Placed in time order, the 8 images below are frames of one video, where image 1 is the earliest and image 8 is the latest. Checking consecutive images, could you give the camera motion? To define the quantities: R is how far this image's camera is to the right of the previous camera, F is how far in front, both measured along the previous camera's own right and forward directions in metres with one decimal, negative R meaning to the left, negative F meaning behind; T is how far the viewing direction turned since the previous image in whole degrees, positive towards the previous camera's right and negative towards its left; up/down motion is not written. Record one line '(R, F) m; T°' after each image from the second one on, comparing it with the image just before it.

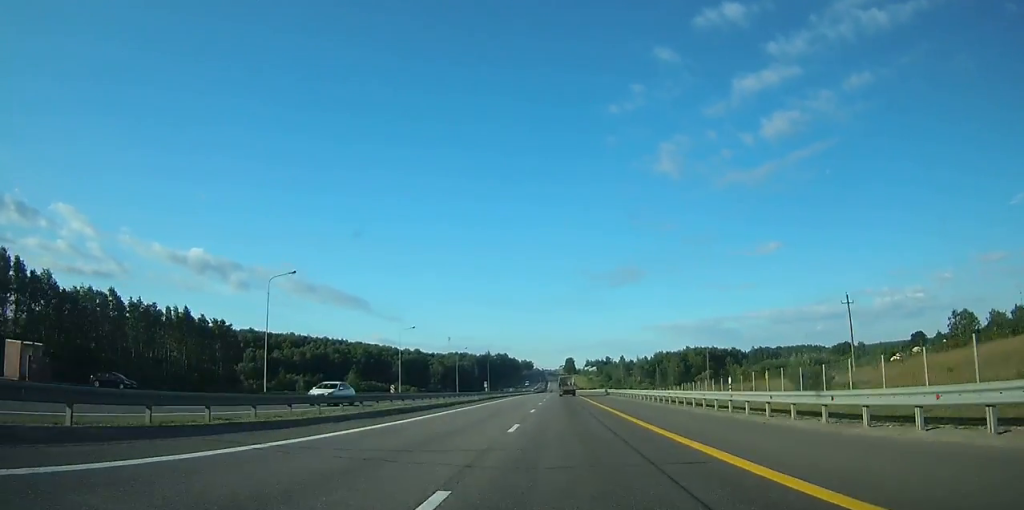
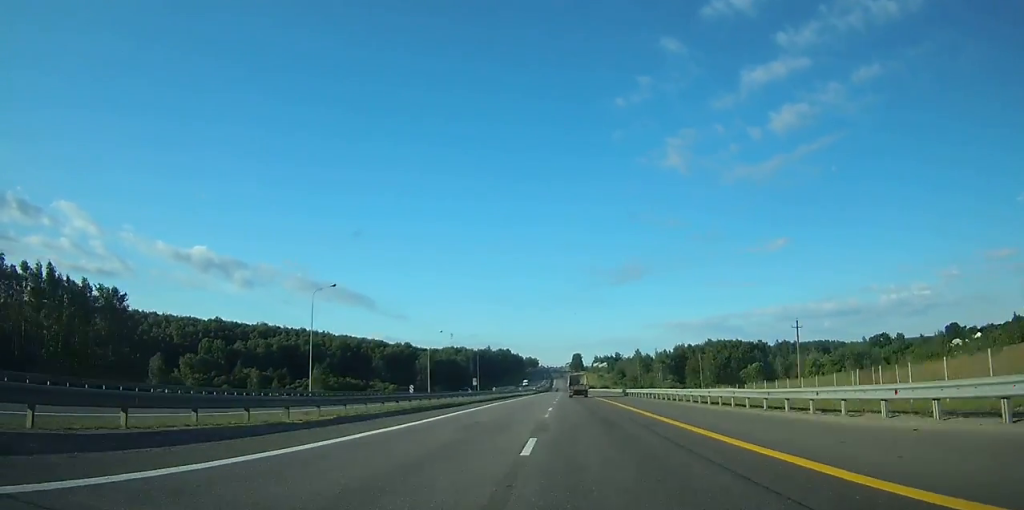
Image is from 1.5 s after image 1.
(-0.1, +42.9) m; 0°
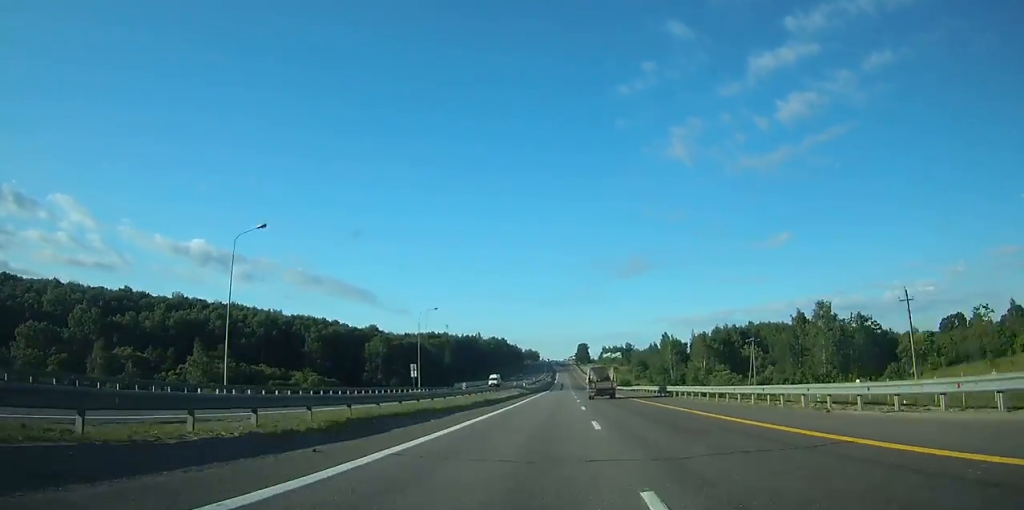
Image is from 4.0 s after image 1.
(-0.3, +71.9) m; 0°
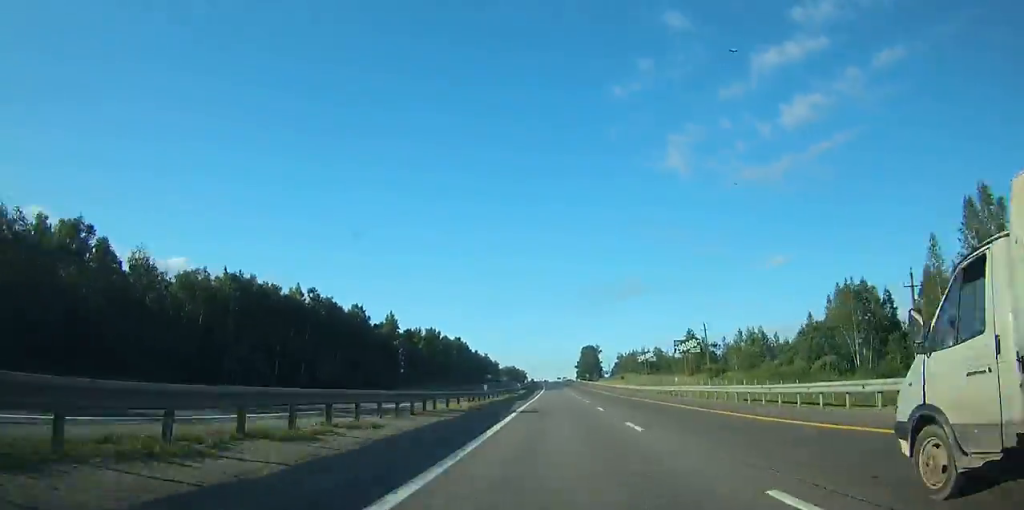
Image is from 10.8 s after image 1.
(+1.0, +189.8) m; 0°
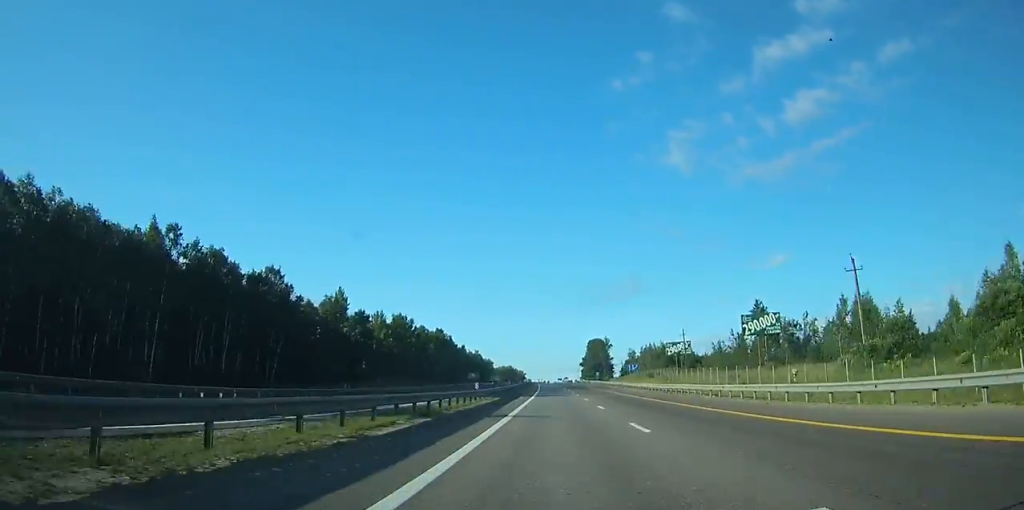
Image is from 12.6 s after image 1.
(0.0, +48.1) m; 0°
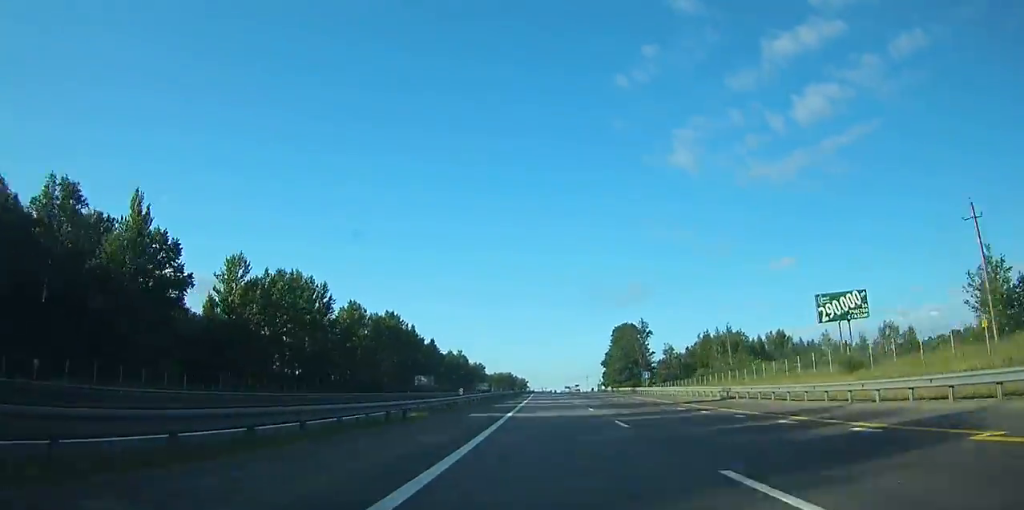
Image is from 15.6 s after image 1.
(-0.4, +79.3) m; 0°
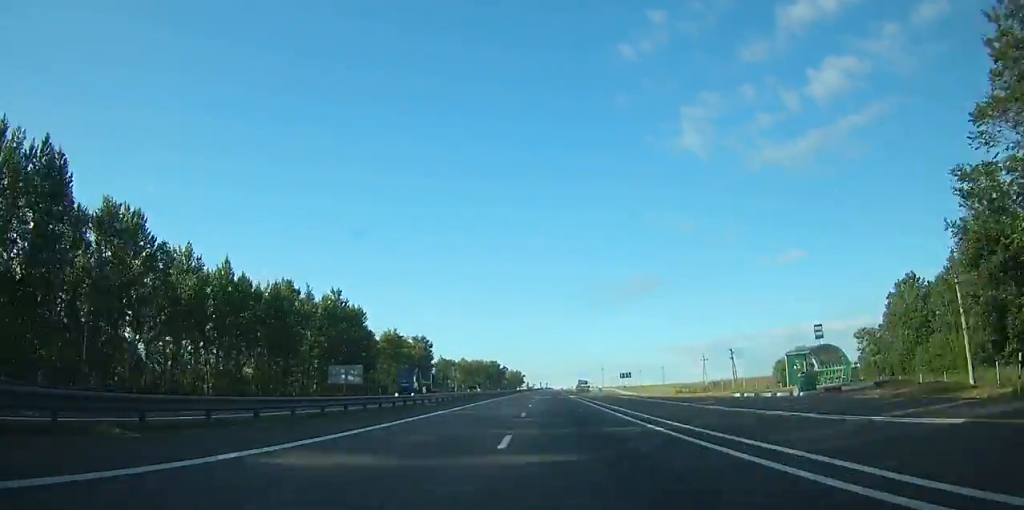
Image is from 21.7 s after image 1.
(-0.3, +156.8) m; 0°
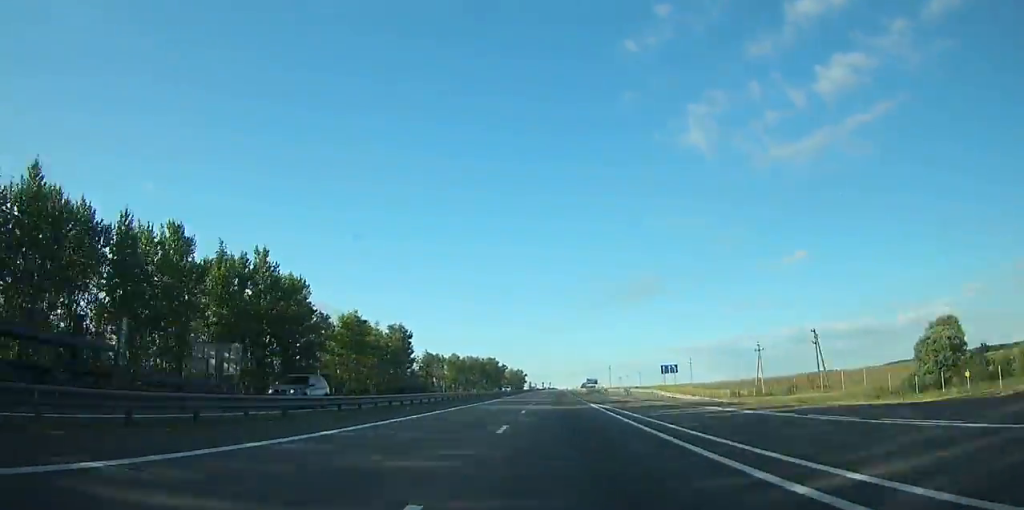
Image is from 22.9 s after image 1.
(0.0, +33.5) m; 0°
